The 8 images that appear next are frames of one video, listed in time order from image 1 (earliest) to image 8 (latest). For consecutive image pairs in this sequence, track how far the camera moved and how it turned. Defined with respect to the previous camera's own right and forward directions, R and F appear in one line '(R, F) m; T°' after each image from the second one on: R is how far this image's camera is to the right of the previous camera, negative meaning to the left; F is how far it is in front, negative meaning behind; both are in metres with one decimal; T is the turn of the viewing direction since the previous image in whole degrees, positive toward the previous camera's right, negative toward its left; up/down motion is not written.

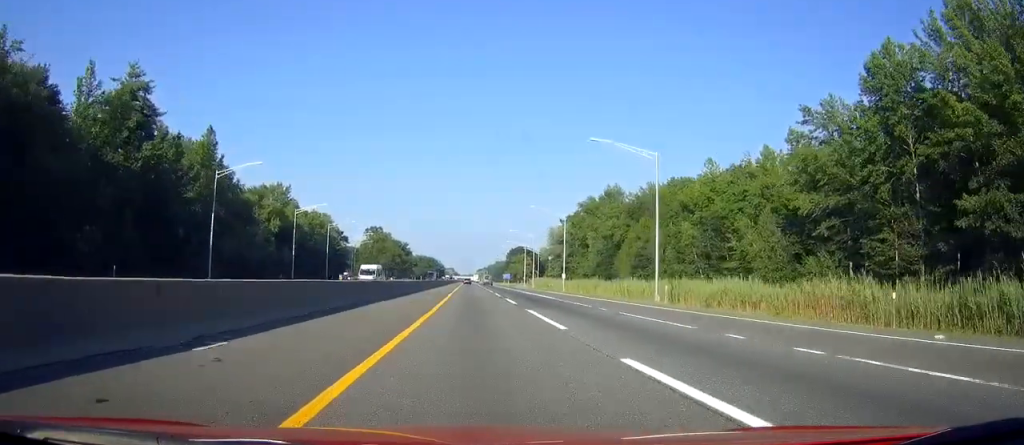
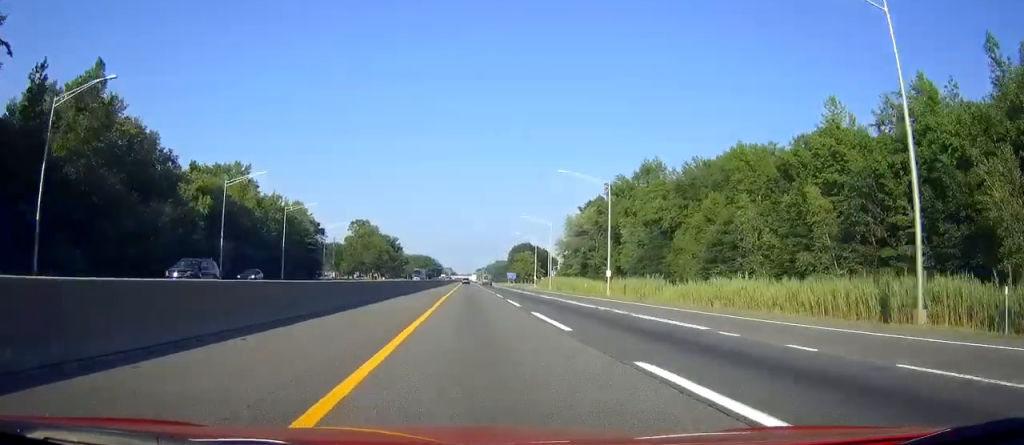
(0.0, +32.8) m; 0°
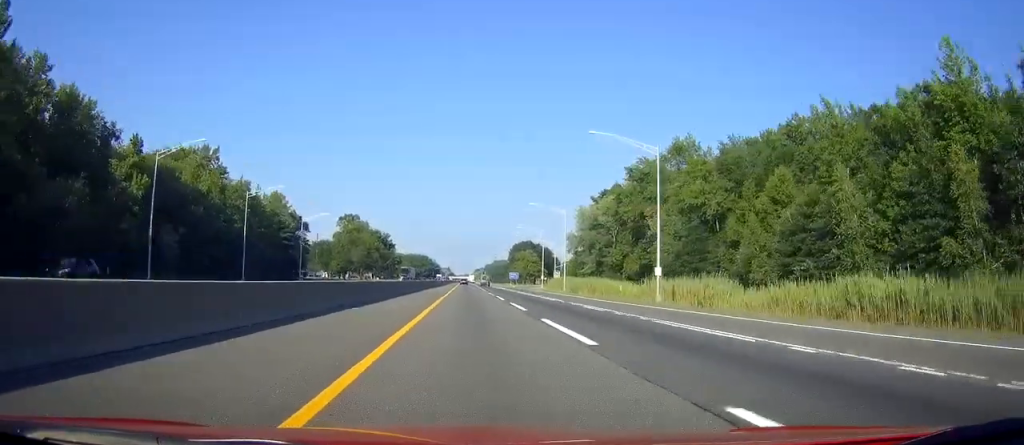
(0.0, +18.6) m; 0°
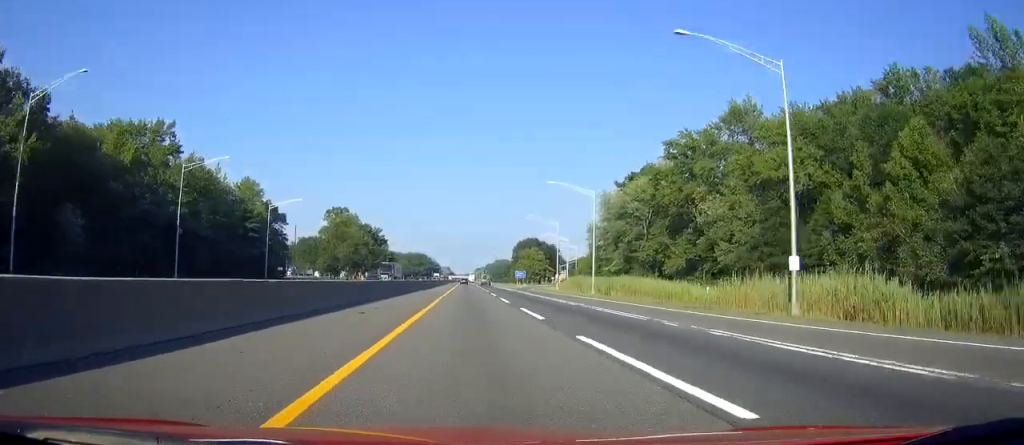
(0.0, +21.9) m; 0°
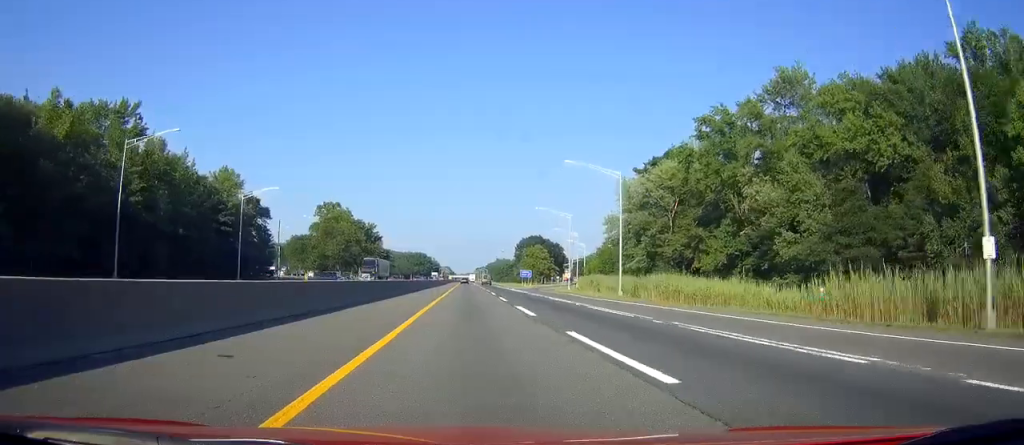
(0.0, +13.1) m; 0°
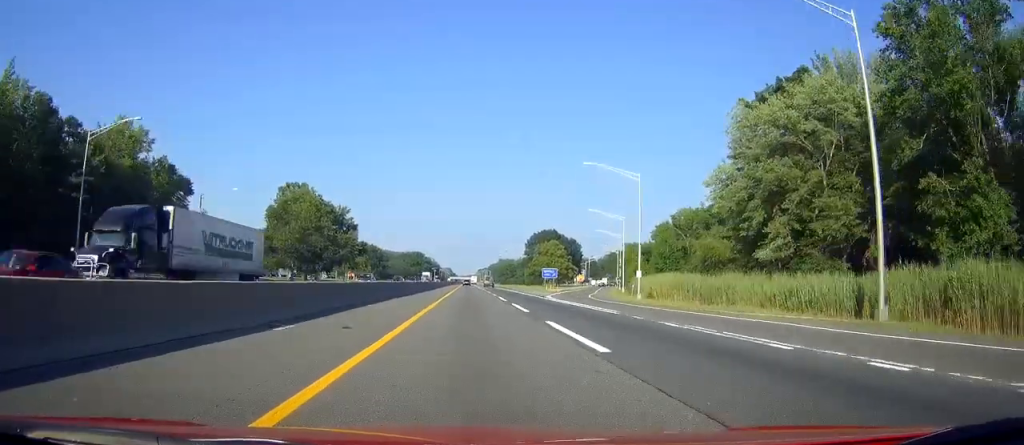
(0.0, +41.5) m; 0°
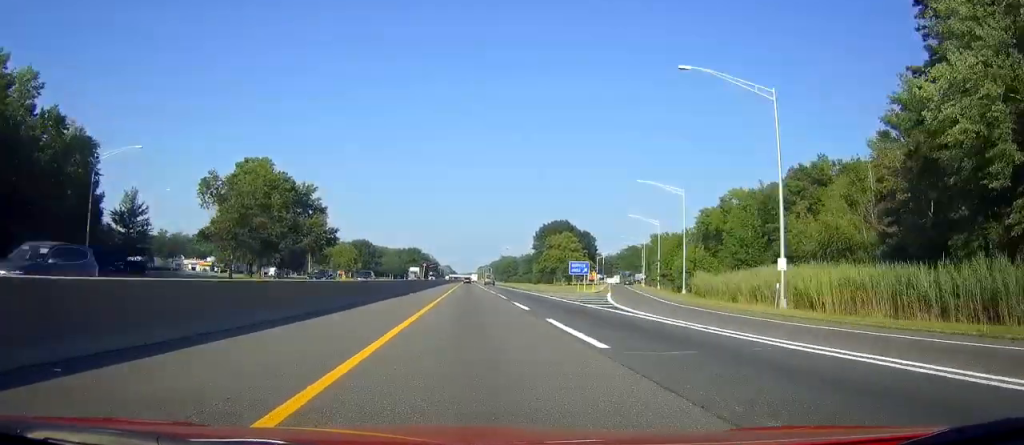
(0.0, +29.5) m; 0°
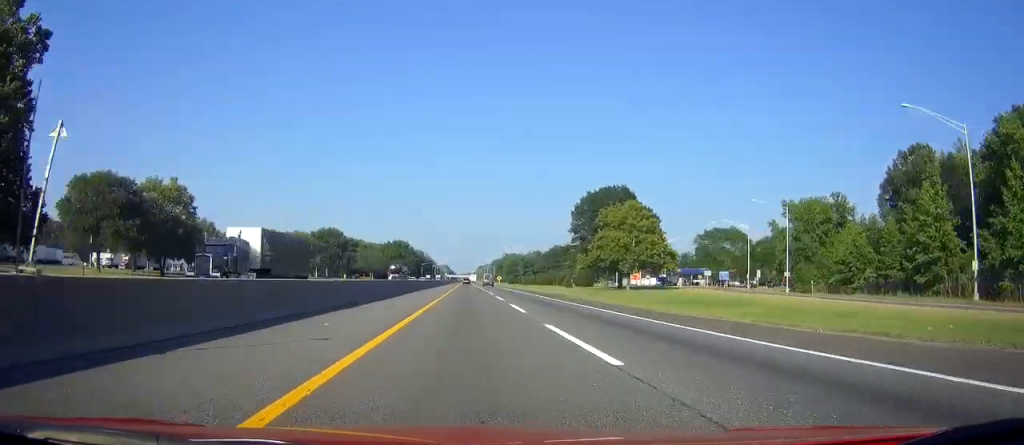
(+0.3, +78.8) m; 0°
